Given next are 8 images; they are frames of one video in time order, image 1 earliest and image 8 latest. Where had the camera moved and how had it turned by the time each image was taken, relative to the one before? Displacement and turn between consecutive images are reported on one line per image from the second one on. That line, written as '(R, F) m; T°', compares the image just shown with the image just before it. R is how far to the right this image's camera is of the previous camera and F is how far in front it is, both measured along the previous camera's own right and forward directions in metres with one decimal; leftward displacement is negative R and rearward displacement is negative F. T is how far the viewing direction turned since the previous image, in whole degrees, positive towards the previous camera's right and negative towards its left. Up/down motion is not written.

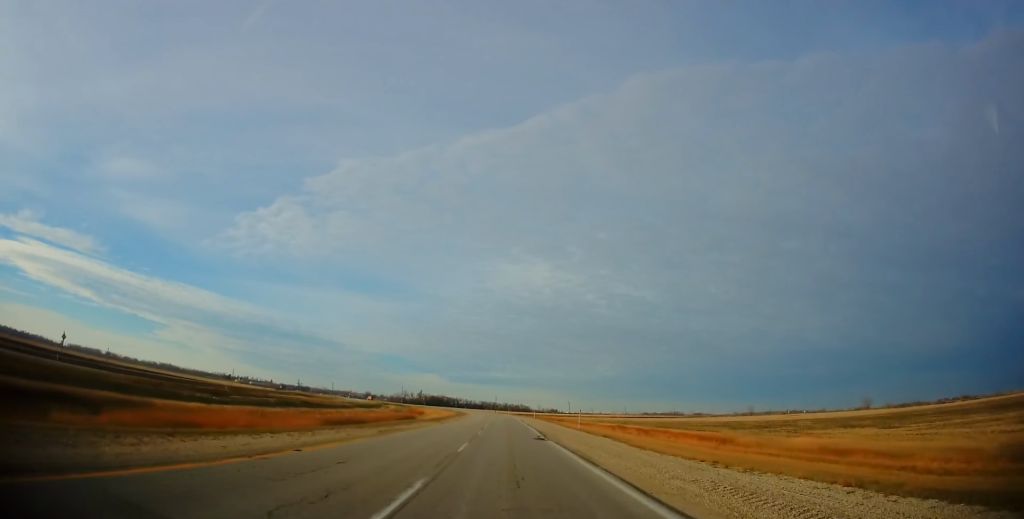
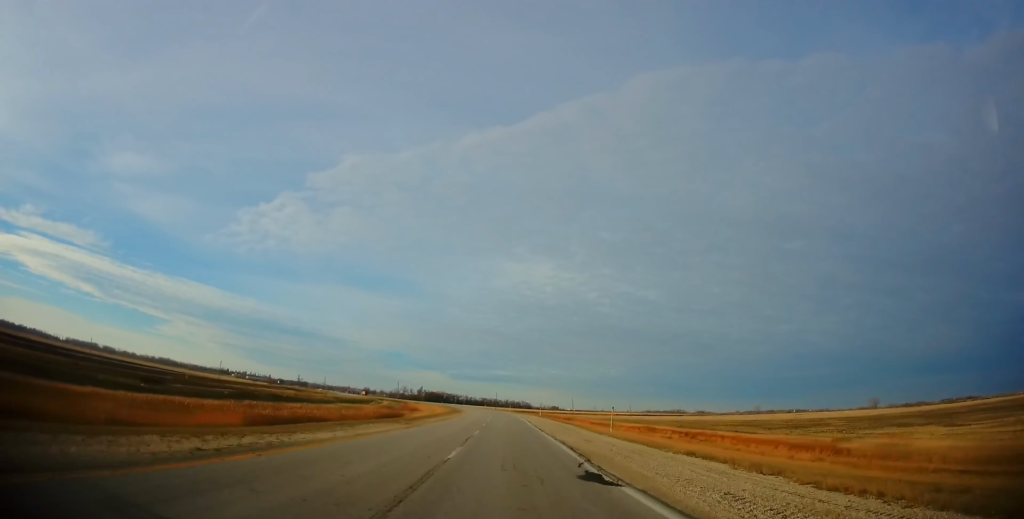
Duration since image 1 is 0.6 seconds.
(0.0, +16.7) m; 0°
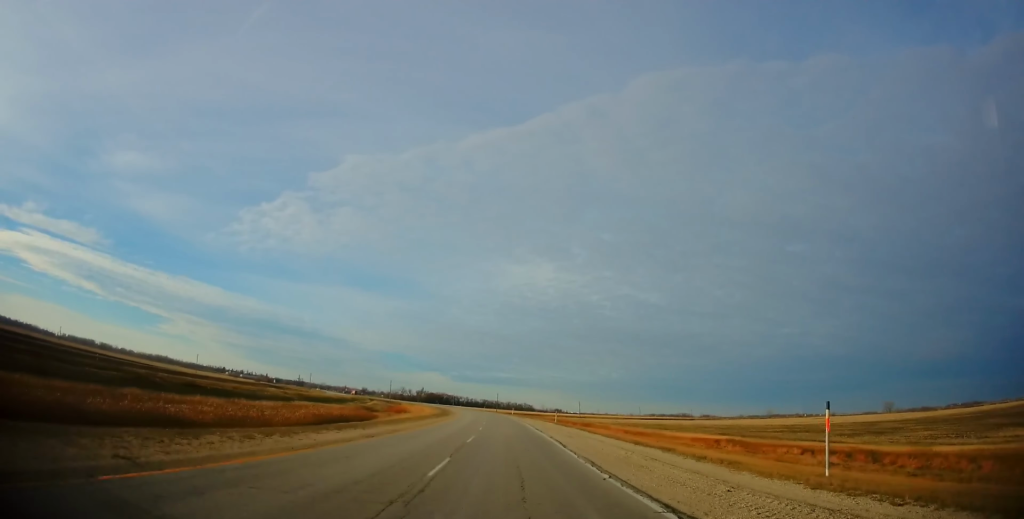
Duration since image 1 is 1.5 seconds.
(0.0, +27.6) m; 0°
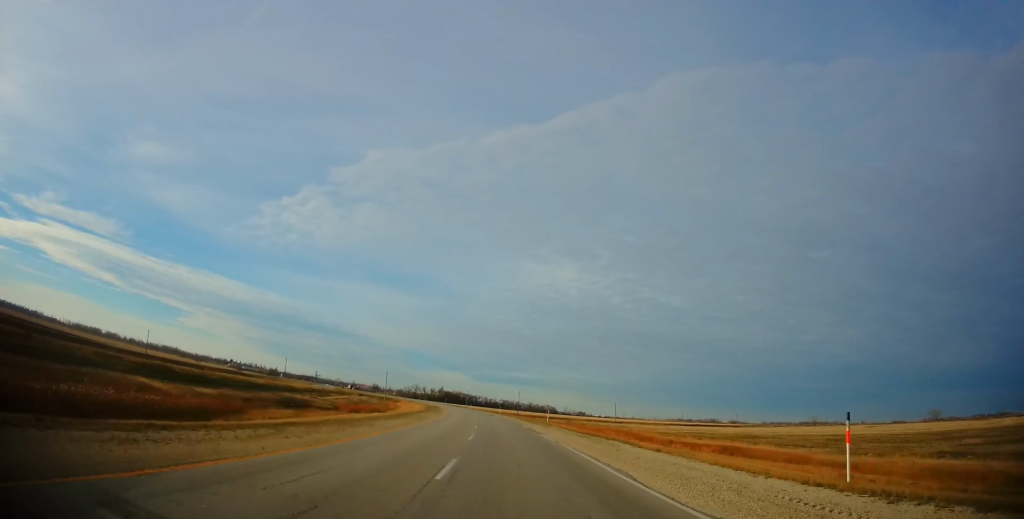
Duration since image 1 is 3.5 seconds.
(-0.6, +60.1) m; -1°
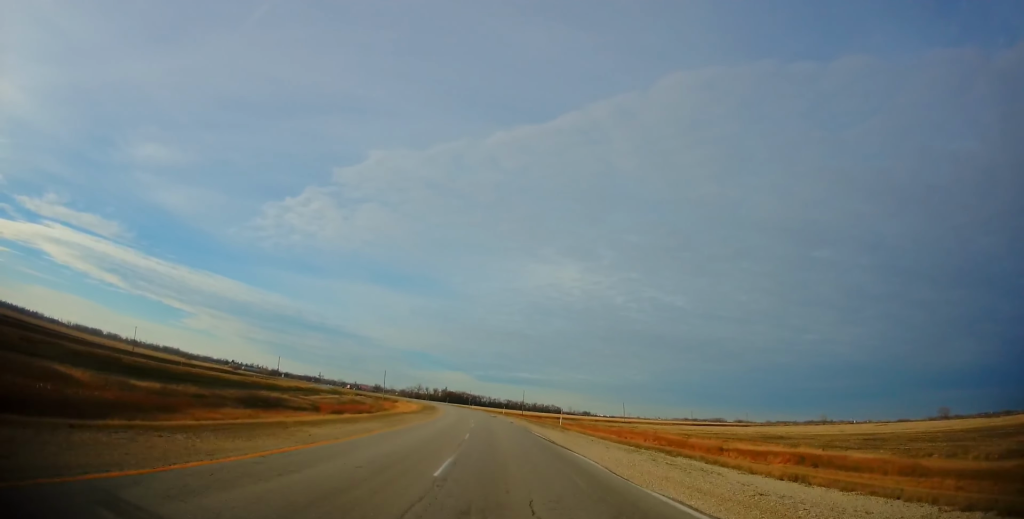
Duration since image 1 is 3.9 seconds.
(+0.1, +11.8) m; -1°
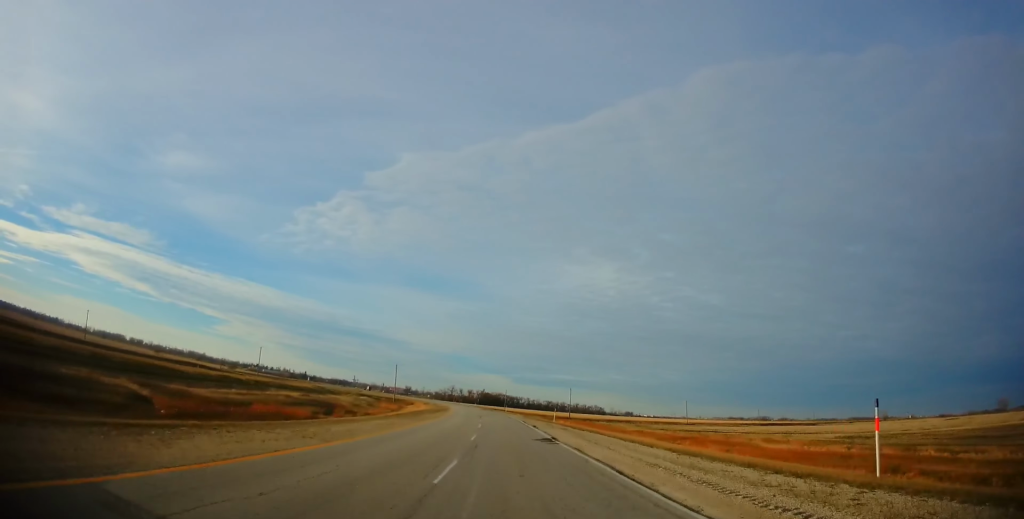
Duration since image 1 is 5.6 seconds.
(-1.6, +49.5) m; -3°
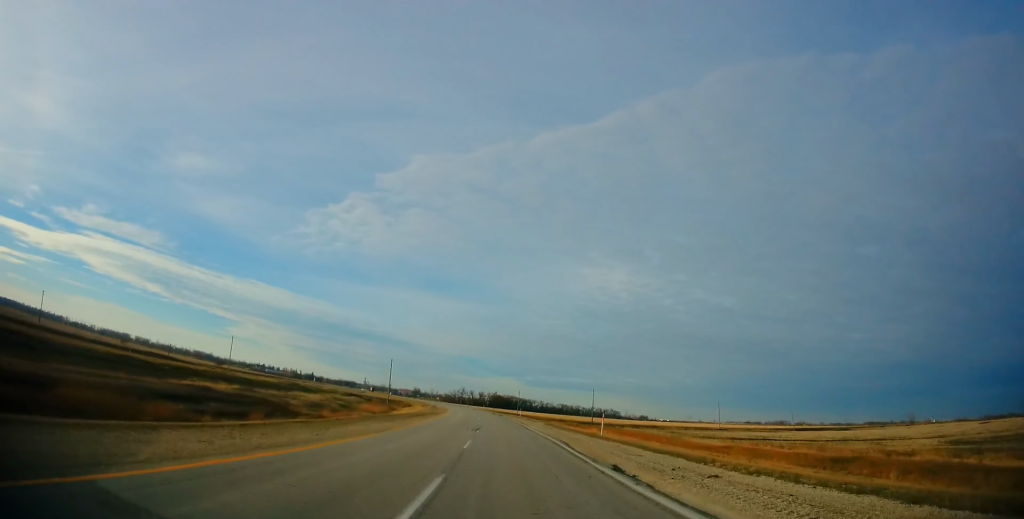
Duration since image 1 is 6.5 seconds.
(-0.2, +27.9) m; -1°
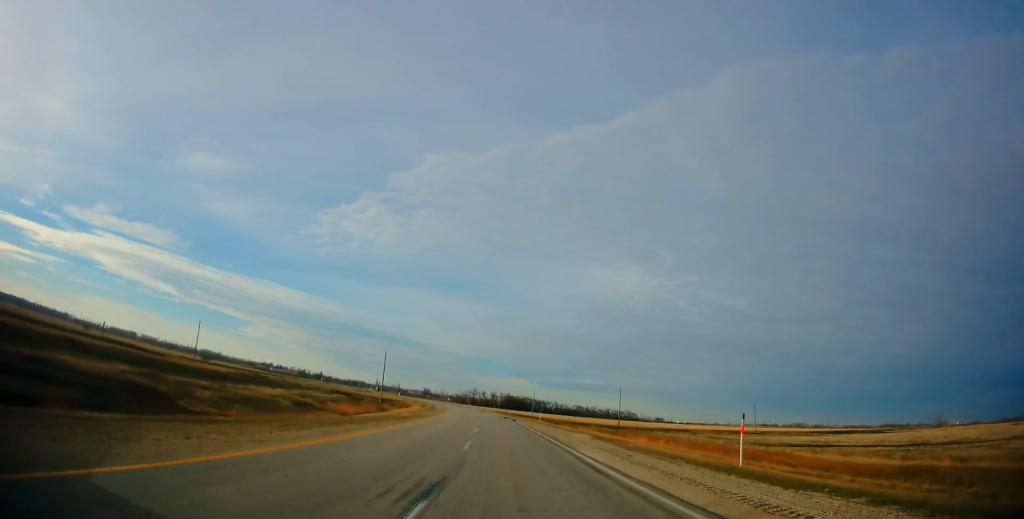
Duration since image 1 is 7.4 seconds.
(0.0, +24.6) m; -2°
